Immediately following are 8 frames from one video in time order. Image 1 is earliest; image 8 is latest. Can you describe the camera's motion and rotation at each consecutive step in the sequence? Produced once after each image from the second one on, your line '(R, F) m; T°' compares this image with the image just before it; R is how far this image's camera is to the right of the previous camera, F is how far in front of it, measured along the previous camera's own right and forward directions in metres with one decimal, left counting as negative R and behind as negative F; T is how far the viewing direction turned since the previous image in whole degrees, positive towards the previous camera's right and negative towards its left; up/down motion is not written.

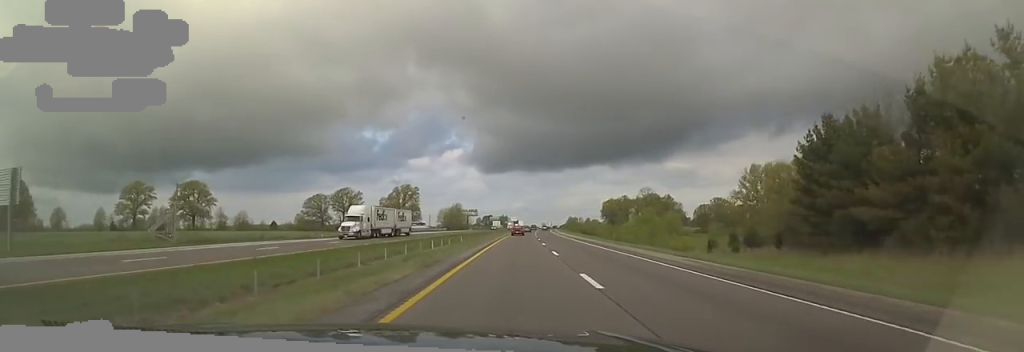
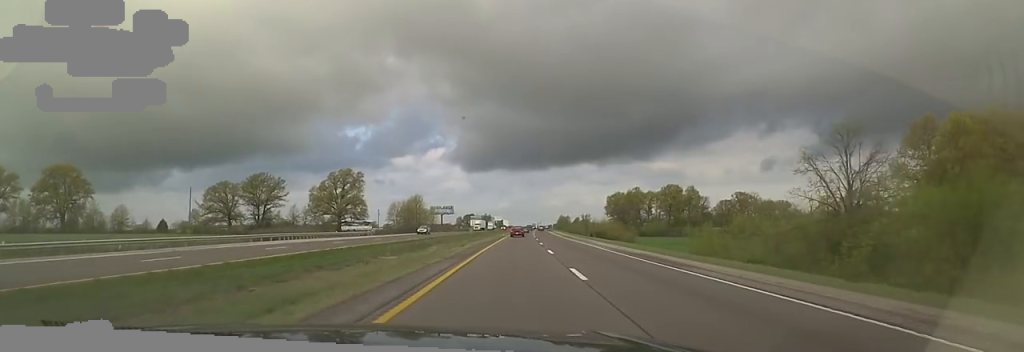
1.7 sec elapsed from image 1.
(+0.5, +58.9) m; 0°
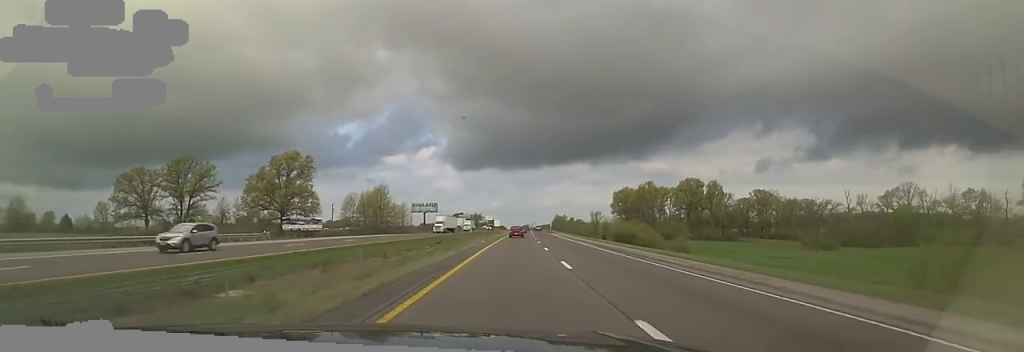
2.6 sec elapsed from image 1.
(0.0, +32.9) m; 0°
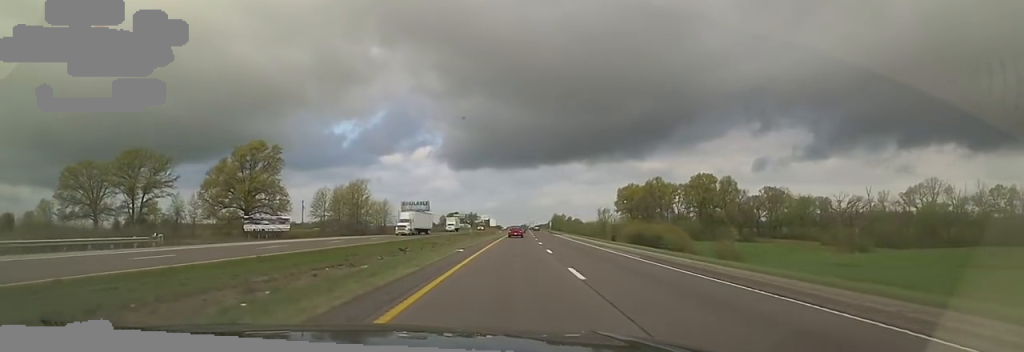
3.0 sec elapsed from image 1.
(0.0, +15.3) m; +1°
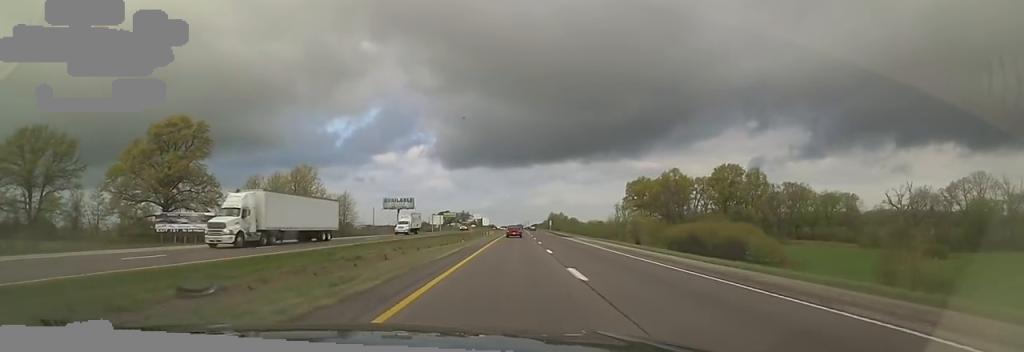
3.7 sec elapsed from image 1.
(0.0, +24.8) m; +2°
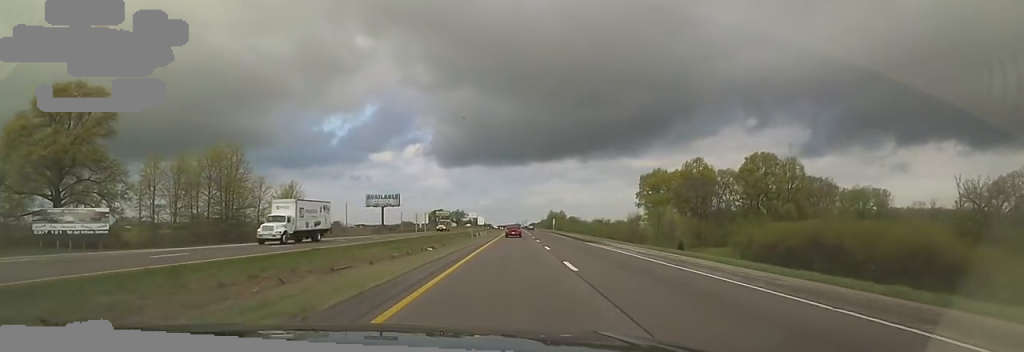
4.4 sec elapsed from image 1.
(+0.7, +22.5) m; +1°
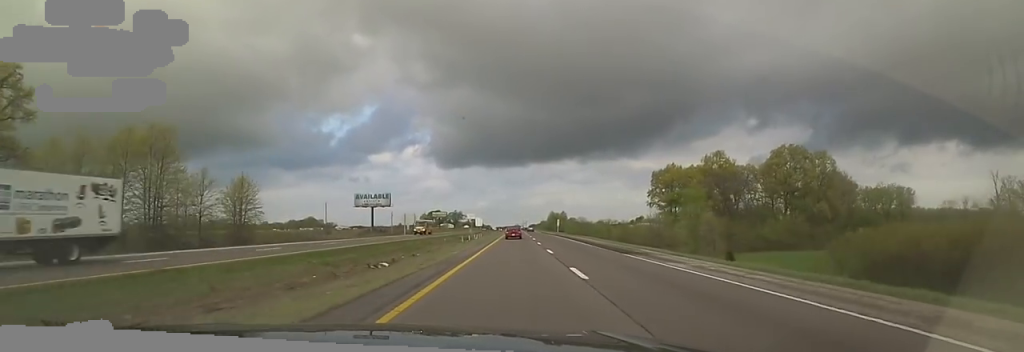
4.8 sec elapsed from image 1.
(+0.1, +14.1) m; 0°
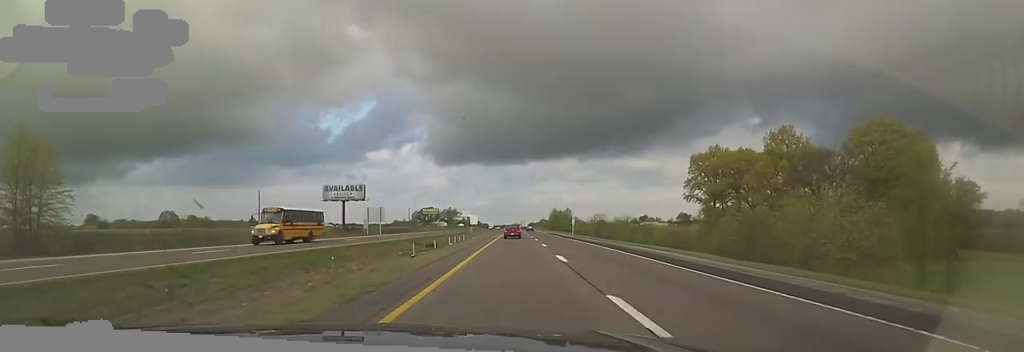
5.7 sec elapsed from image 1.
(0.0, +31.6) m; -1°
